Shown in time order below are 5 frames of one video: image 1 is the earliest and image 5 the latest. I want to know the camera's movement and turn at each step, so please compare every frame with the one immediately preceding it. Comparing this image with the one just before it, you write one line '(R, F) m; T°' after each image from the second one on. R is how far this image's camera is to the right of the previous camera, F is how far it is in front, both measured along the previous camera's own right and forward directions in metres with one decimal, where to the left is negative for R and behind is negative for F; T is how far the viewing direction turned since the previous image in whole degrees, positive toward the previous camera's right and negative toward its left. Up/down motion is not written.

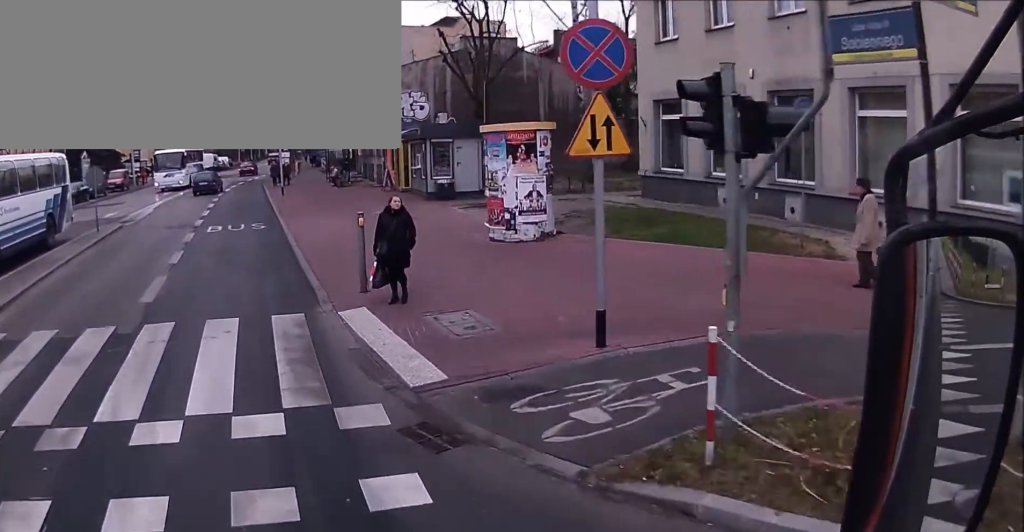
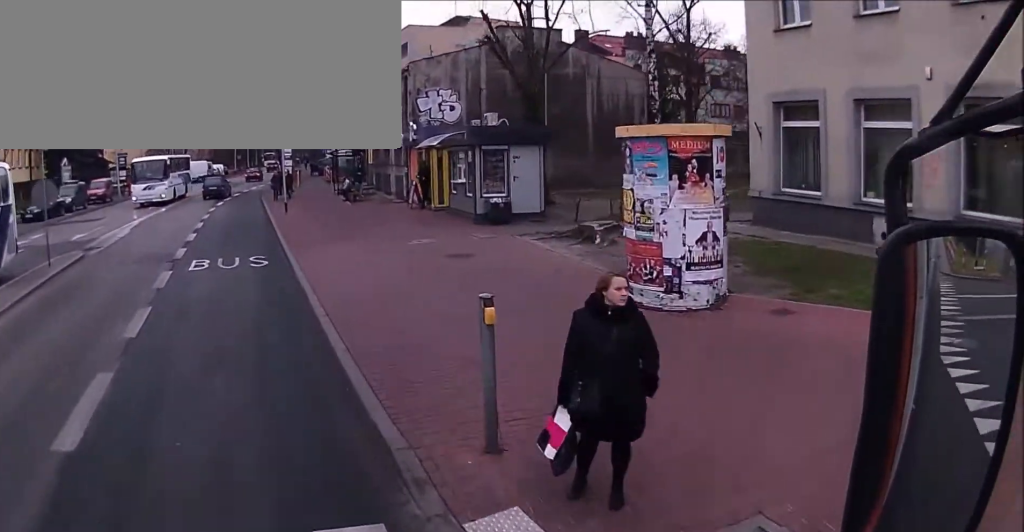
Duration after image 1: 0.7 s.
(-0.1, +6.1) m; -1°
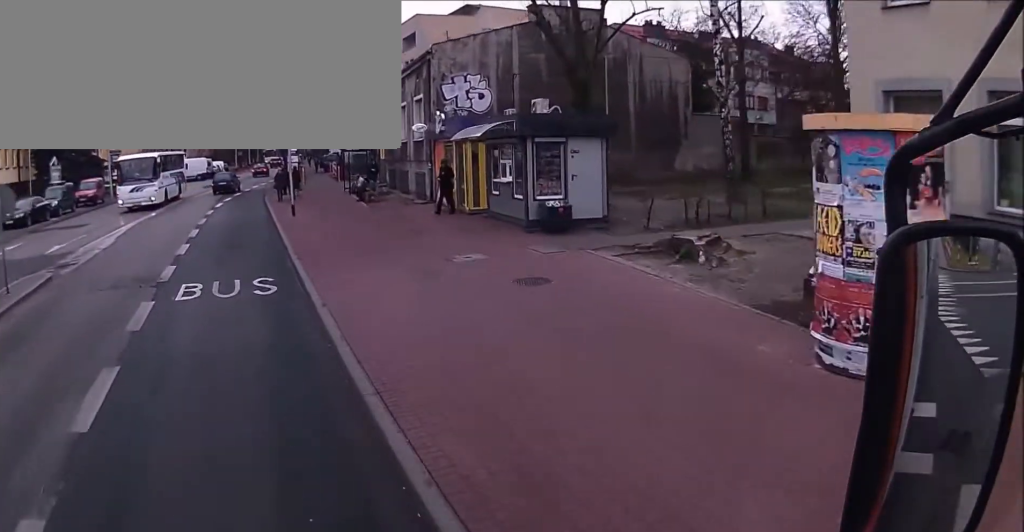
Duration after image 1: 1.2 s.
(-0.1, +3.8) m; -1°
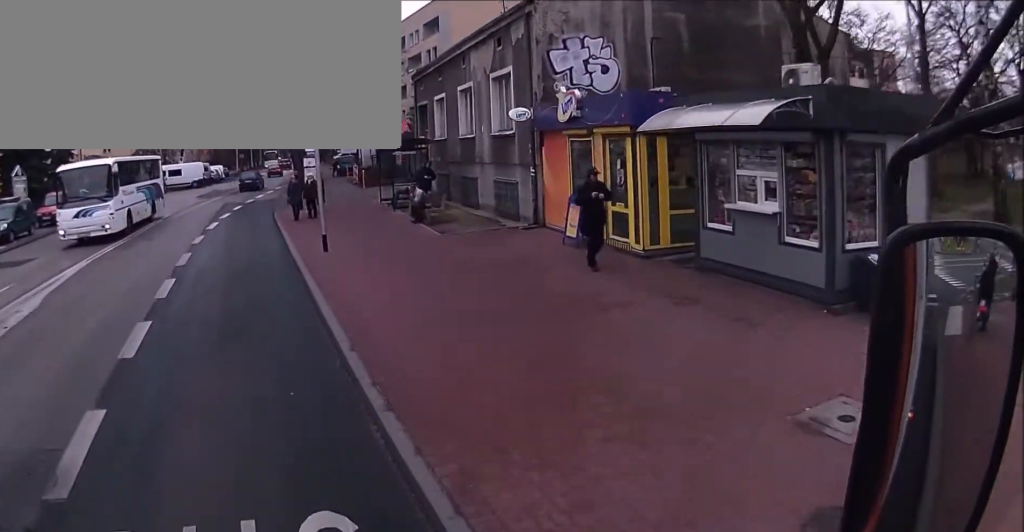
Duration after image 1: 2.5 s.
(0.0, +10.0) m; +3°
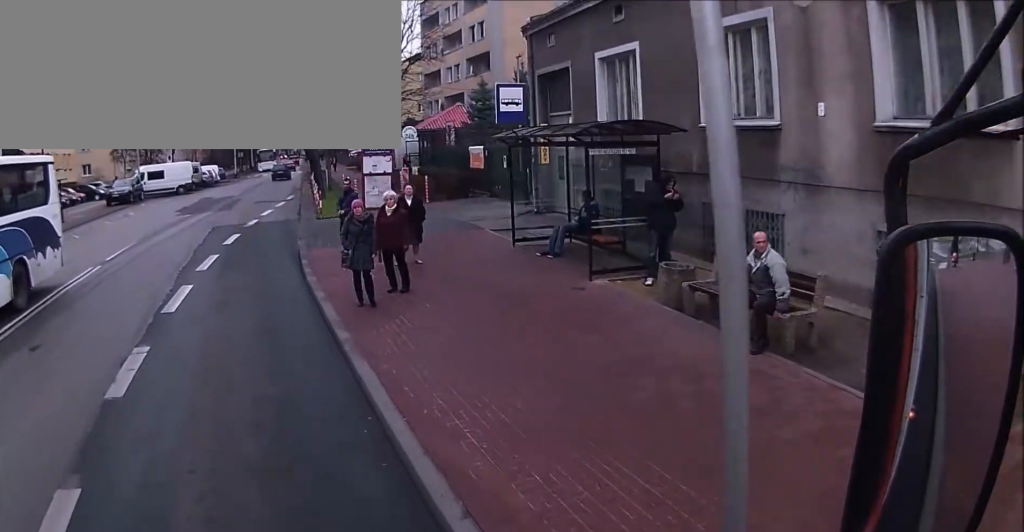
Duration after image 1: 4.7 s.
(+0.7, +15.1) m; -3°
